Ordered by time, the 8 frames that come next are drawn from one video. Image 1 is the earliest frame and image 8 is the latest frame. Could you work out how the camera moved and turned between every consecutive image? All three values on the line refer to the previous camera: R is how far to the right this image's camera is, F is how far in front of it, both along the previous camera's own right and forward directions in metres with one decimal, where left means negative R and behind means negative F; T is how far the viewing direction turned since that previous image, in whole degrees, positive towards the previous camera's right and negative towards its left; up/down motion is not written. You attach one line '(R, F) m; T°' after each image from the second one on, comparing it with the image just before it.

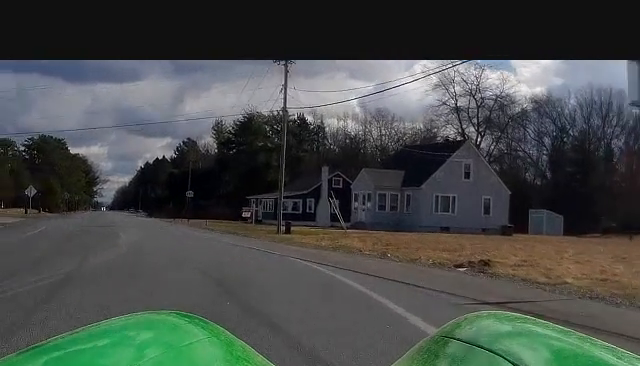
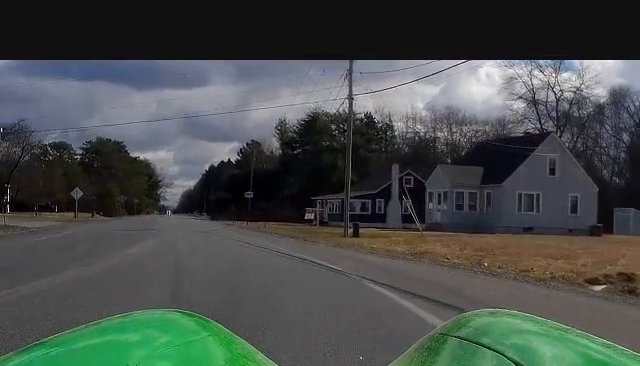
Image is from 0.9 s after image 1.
(-0.7, +6.4) m; -6°
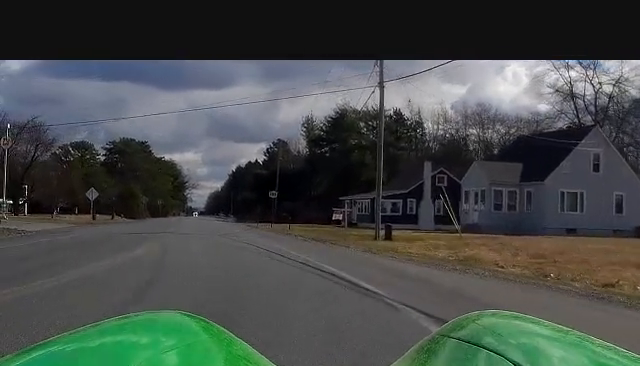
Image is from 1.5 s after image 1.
(-0.1, +4.1) m; -2°
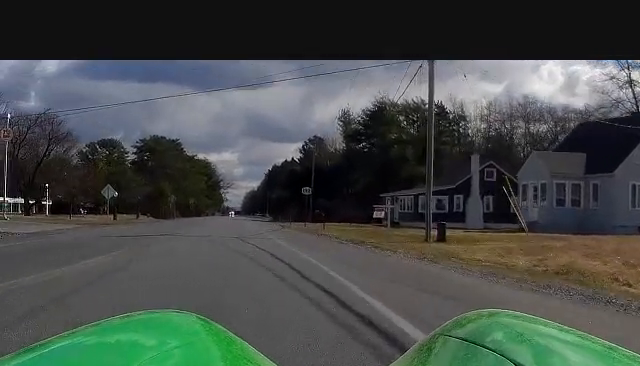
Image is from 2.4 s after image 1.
(-0.1, +6.9) m; -2°
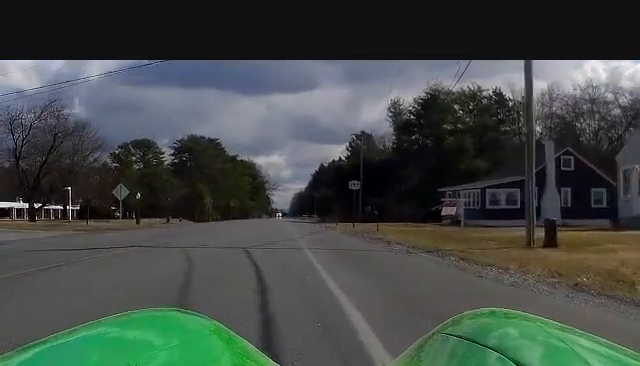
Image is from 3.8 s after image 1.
(-0.3, +10.7) m; -5°
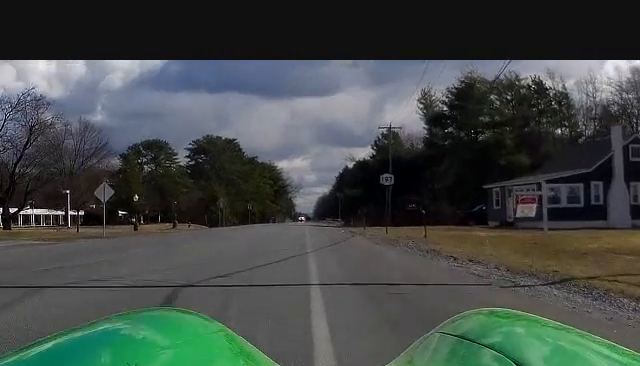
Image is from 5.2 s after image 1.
(-0.5, +10.5) m; -1°
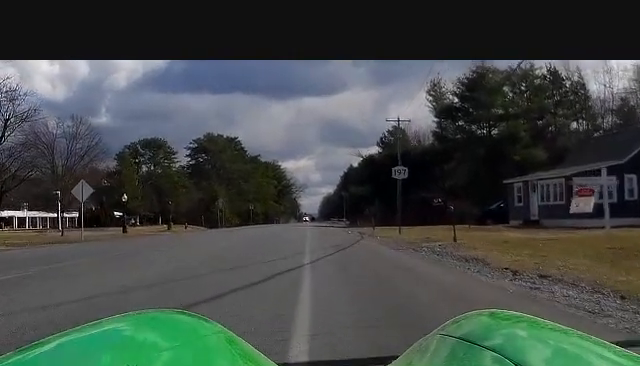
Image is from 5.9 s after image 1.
(+0.3, +5.5) m; 0°
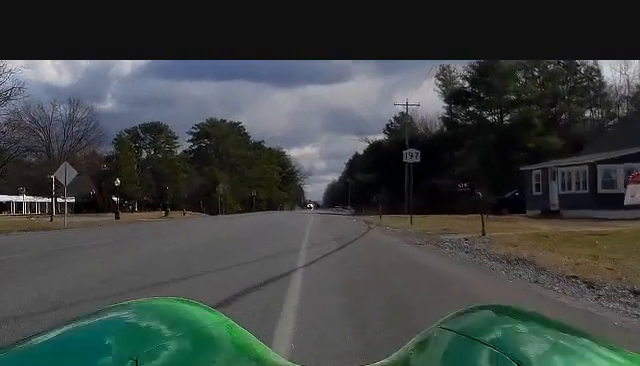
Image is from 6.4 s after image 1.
(0.0, +3.7) m; -1°
